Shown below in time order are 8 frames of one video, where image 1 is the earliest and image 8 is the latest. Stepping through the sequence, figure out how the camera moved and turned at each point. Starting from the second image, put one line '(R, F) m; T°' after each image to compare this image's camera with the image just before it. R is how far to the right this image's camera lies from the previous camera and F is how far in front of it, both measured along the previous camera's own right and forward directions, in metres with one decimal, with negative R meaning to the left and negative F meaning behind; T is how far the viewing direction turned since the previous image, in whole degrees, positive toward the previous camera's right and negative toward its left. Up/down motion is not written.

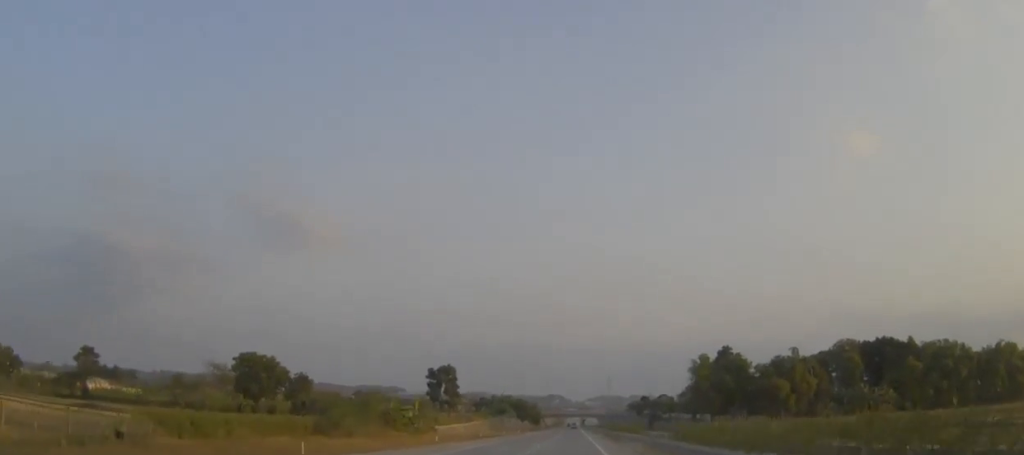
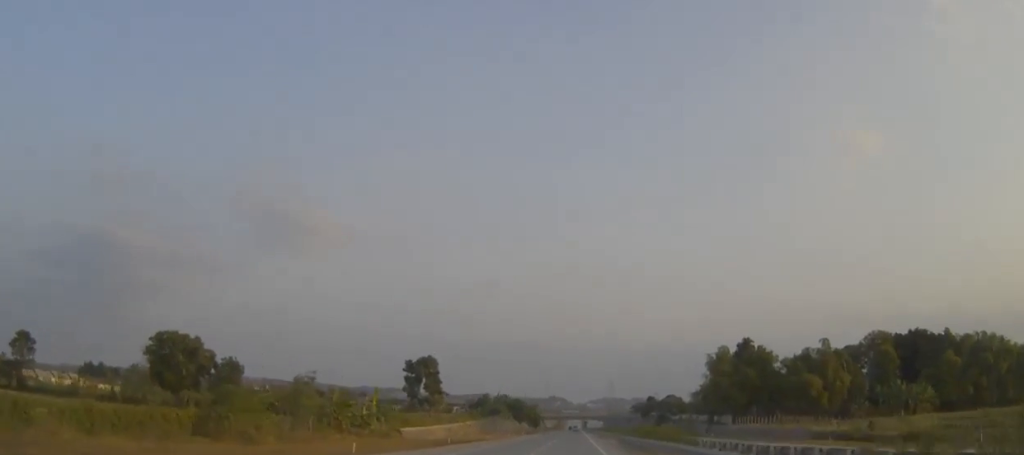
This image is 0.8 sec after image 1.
(0.0, +21.0) m; 0°
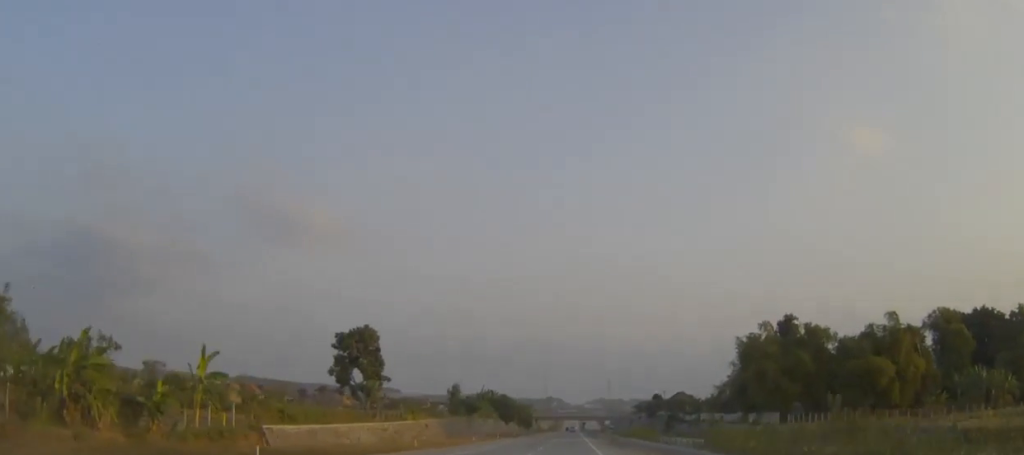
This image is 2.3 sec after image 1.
(-0.1, +35.7) m; 0°
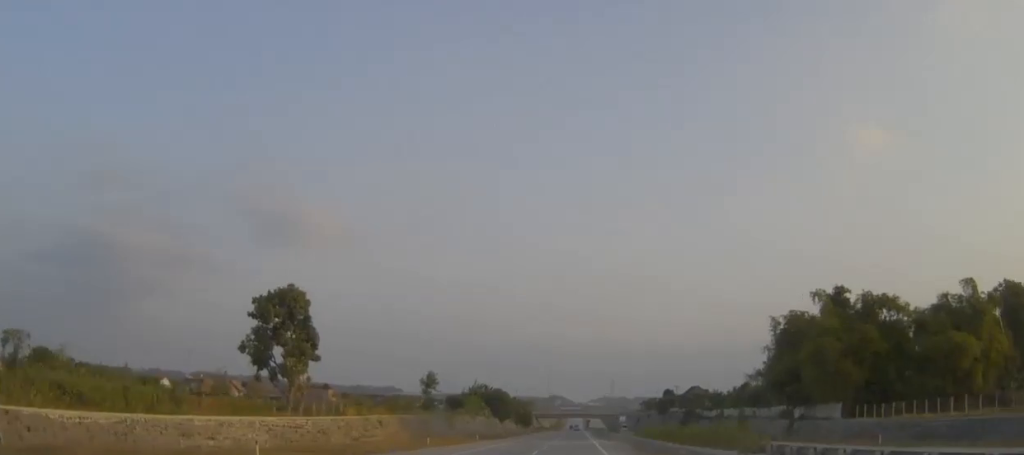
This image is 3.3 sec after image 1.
(0.0, +25.0) m; 0°
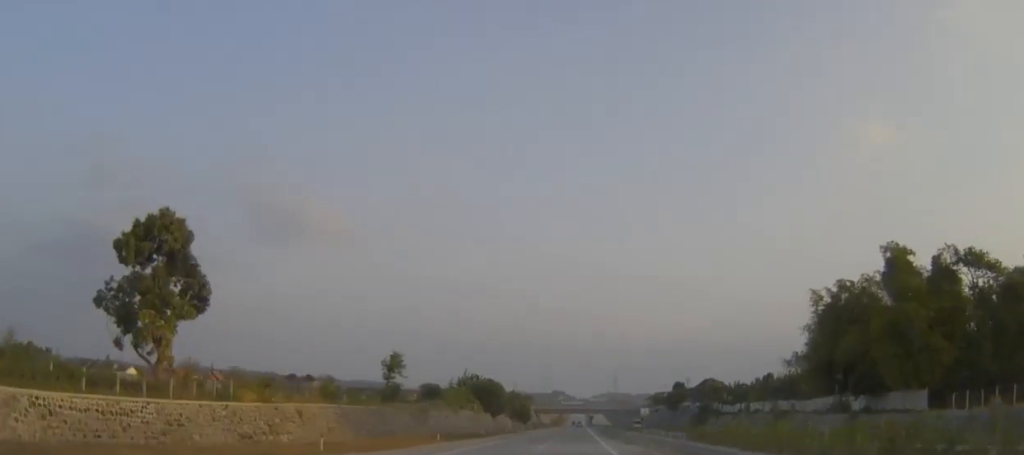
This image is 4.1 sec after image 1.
(0.0, +22.0) m; 0°
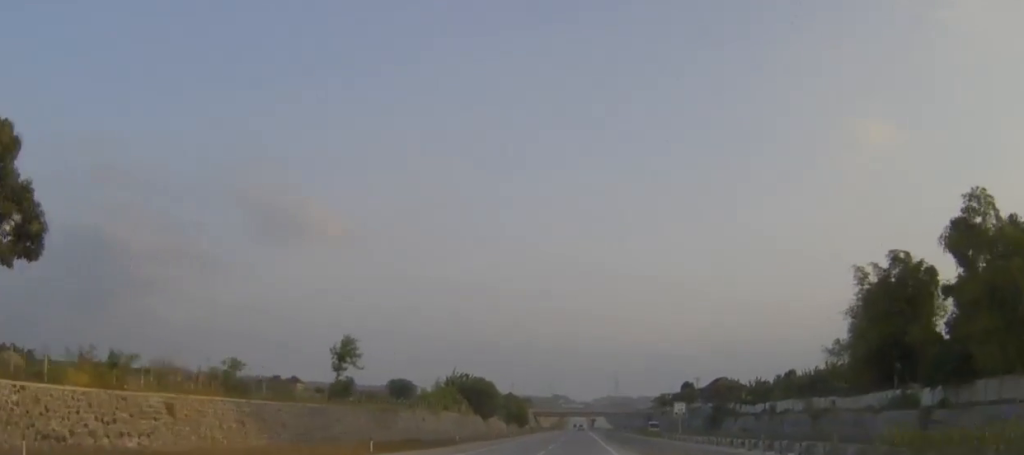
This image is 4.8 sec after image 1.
(0.0, +17.9) m; 0°
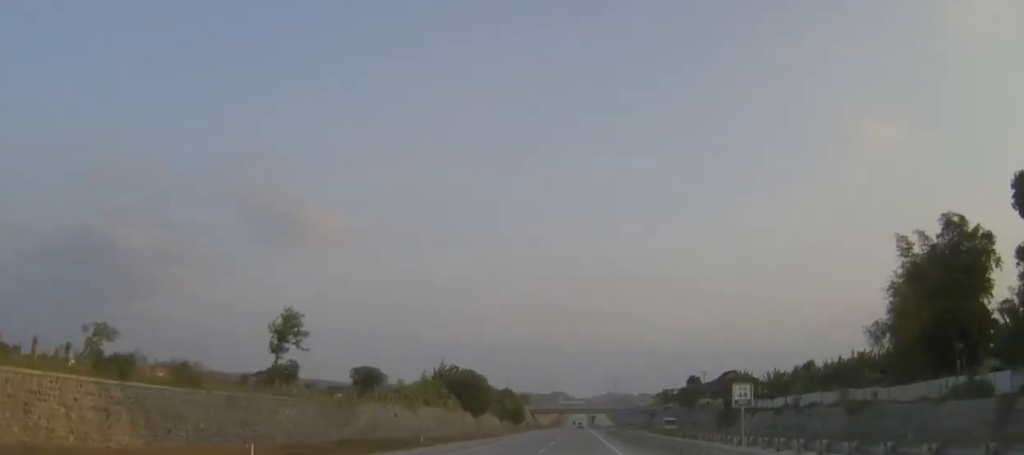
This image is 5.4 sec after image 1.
(0.0, +13.7) m; 0°
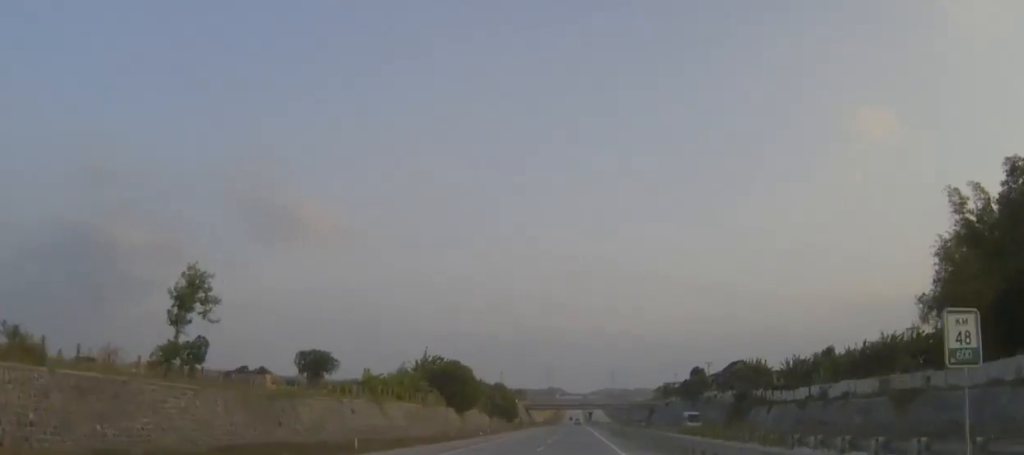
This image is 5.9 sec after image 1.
(0.0, +13.7) m; 0°
